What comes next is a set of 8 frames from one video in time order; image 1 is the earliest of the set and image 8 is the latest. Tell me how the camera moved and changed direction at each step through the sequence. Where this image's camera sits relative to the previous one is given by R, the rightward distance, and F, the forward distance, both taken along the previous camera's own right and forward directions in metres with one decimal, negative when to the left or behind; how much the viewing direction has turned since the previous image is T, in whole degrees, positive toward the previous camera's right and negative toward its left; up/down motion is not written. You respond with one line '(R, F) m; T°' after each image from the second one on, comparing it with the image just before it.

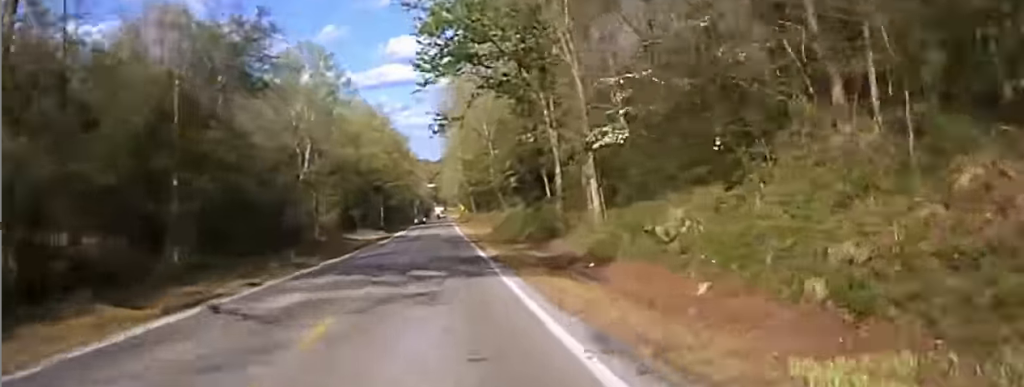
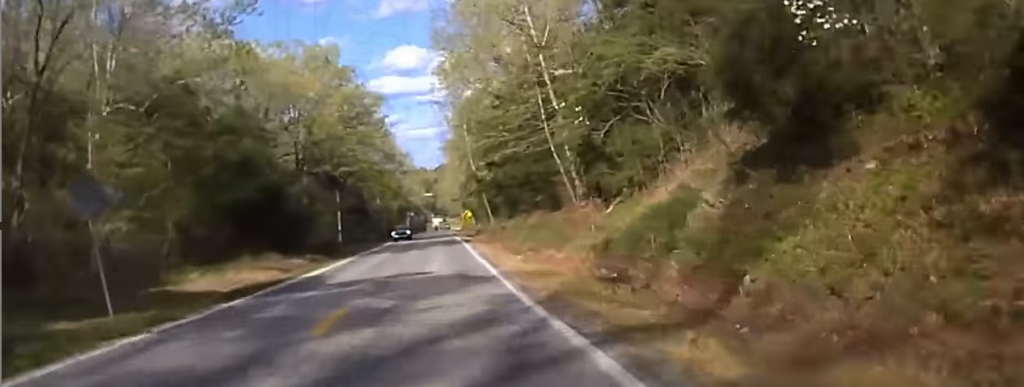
(+1.0, +57.0) m; 0°
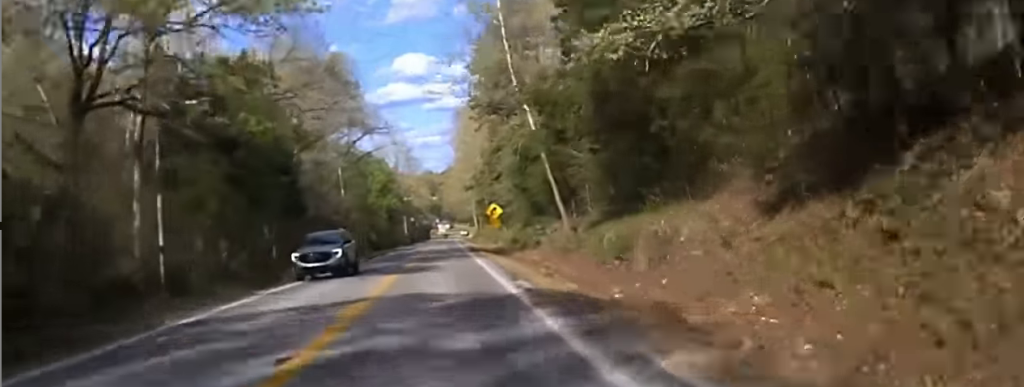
(-0.8, +54.9) m; -1°
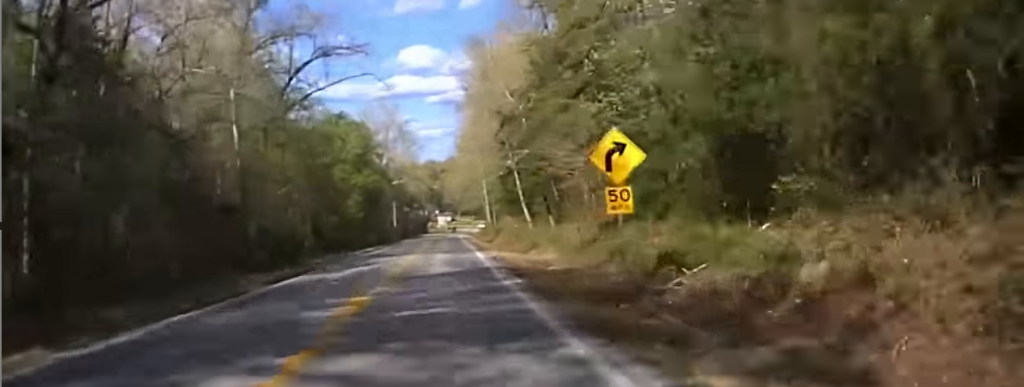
(-0.2, +43.0) m; 0°
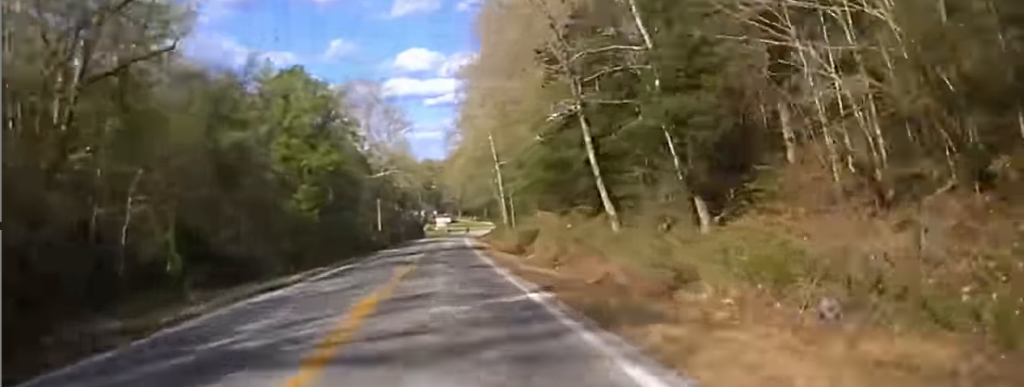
(+0.2, +33.4) m; 0°
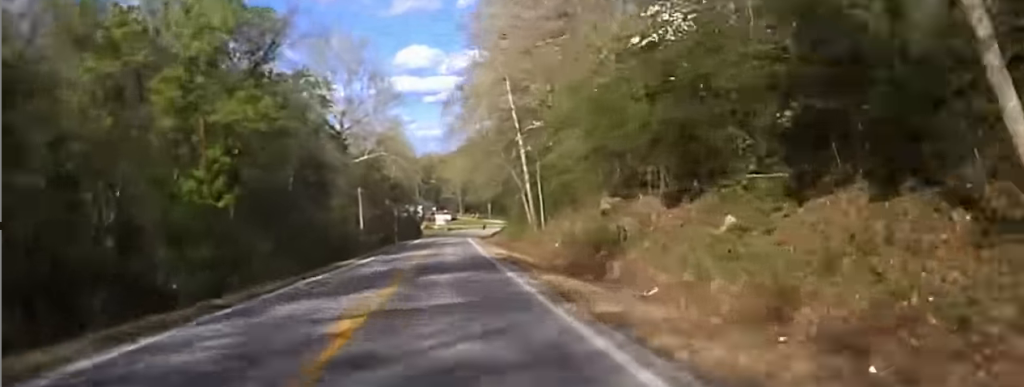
(+0.2, +25.6) m; 0°
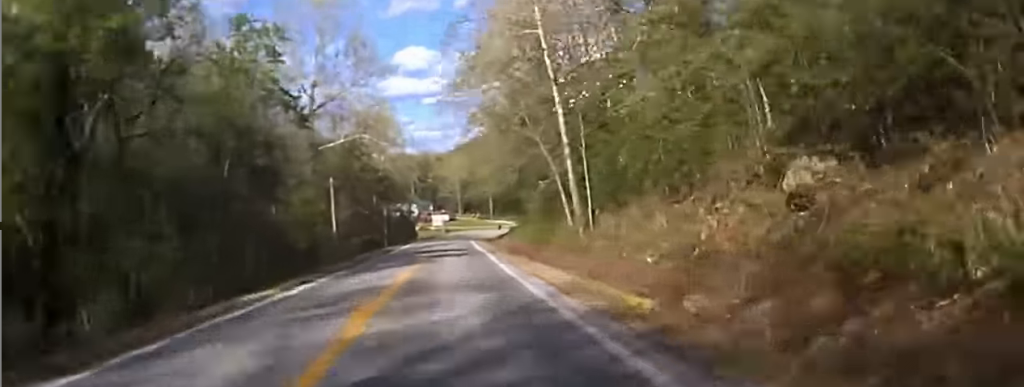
(-0.1, +18.7) m; 0°
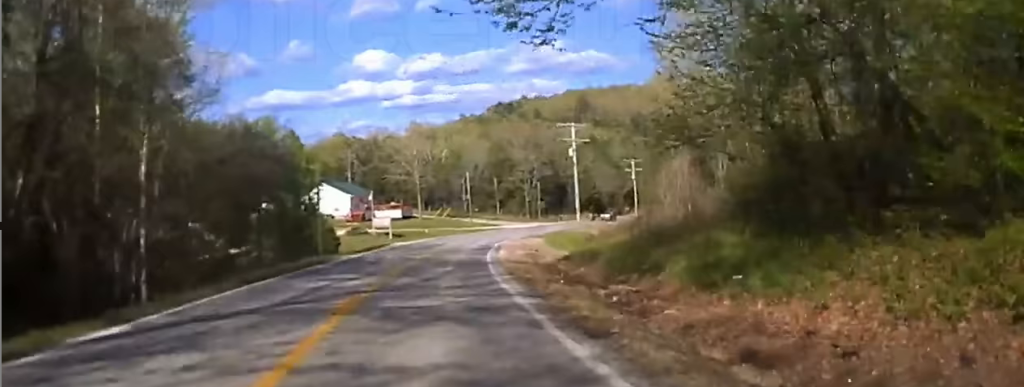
(+0.6, +80.8) m; +3°
